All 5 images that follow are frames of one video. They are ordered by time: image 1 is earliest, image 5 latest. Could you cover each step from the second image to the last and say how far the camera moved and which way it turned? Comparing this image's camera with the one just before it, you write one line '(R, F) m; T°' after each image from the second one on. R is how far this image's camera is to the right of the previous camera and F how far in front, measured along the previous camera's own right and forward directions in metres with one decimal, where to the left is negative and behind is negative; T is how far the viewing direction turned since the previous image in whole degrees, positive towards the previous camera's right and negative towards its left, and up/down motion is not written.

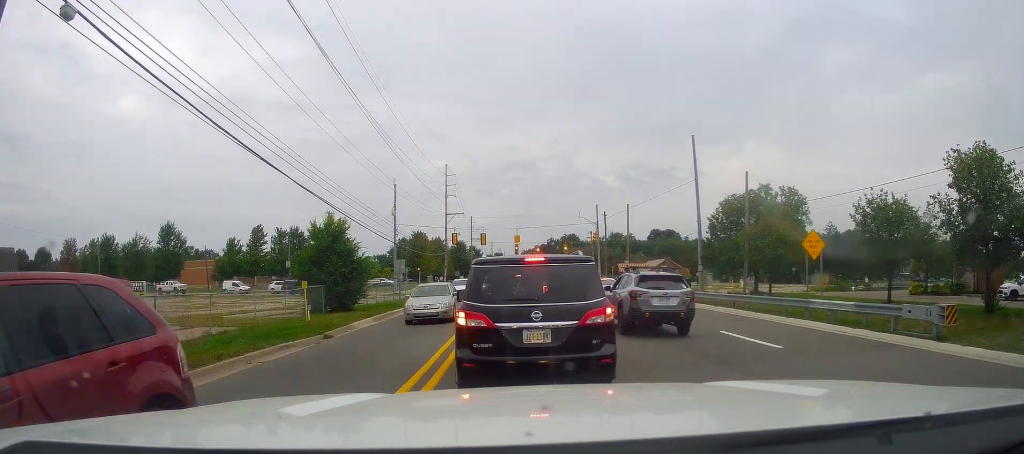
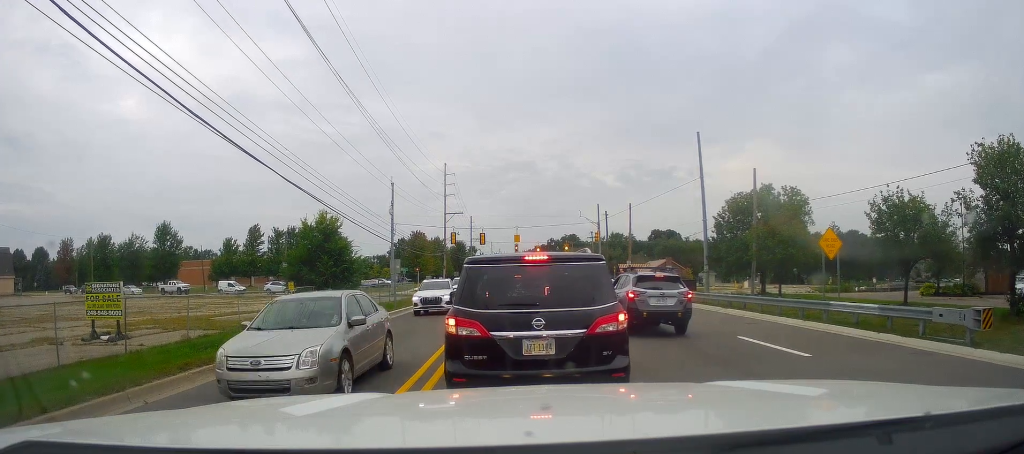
(0.0, +3.4) m; 0°
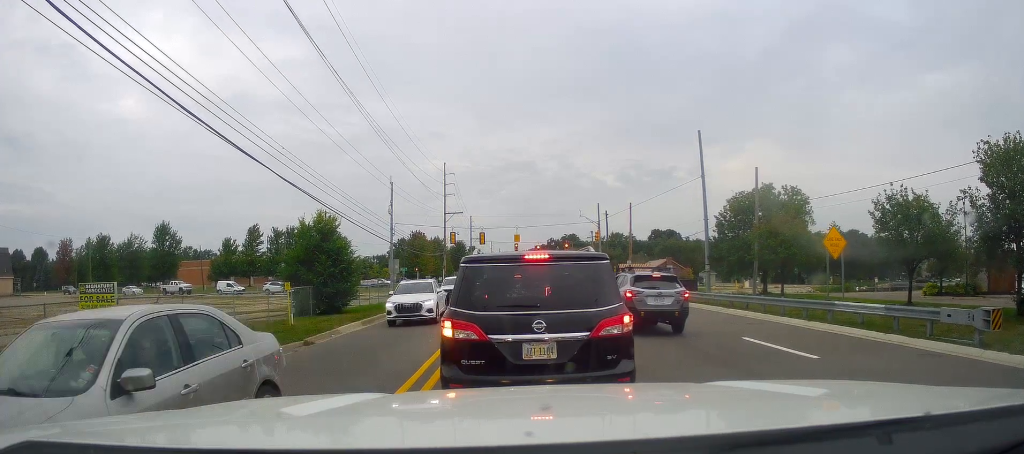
(0.0, +1.0) m; 0°
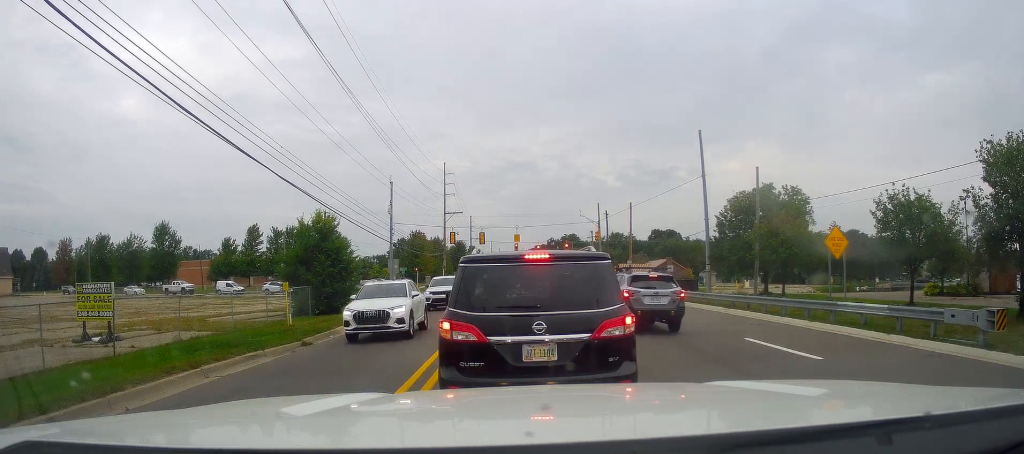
(0.0, +0.5) m; 0°
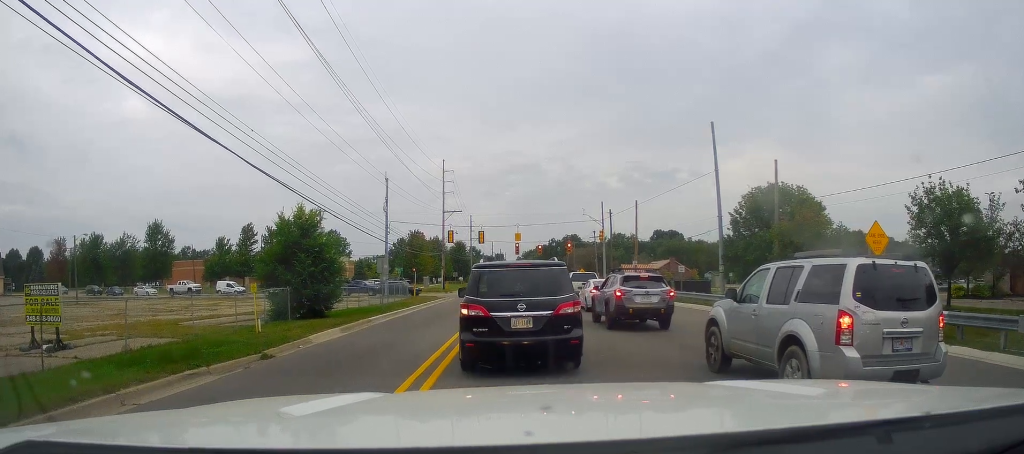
(0.0, +1.0) m; 0°
